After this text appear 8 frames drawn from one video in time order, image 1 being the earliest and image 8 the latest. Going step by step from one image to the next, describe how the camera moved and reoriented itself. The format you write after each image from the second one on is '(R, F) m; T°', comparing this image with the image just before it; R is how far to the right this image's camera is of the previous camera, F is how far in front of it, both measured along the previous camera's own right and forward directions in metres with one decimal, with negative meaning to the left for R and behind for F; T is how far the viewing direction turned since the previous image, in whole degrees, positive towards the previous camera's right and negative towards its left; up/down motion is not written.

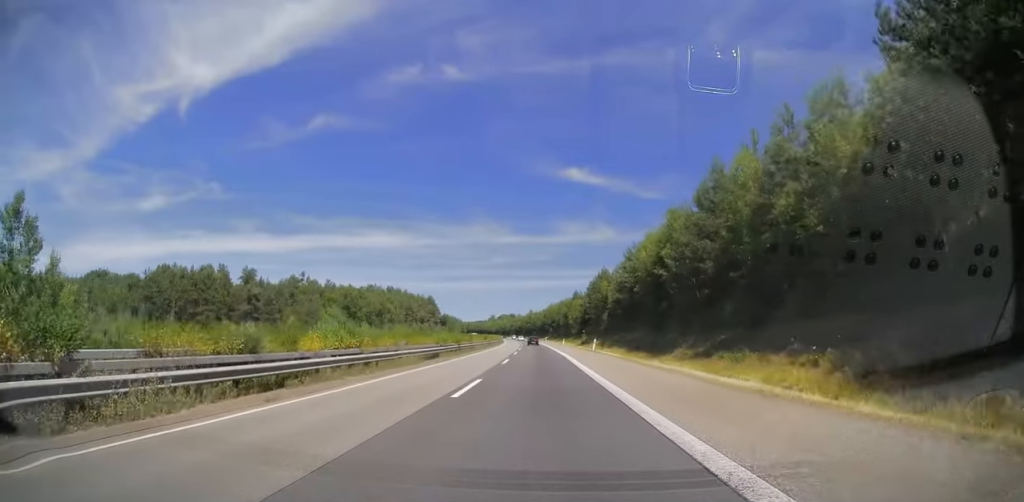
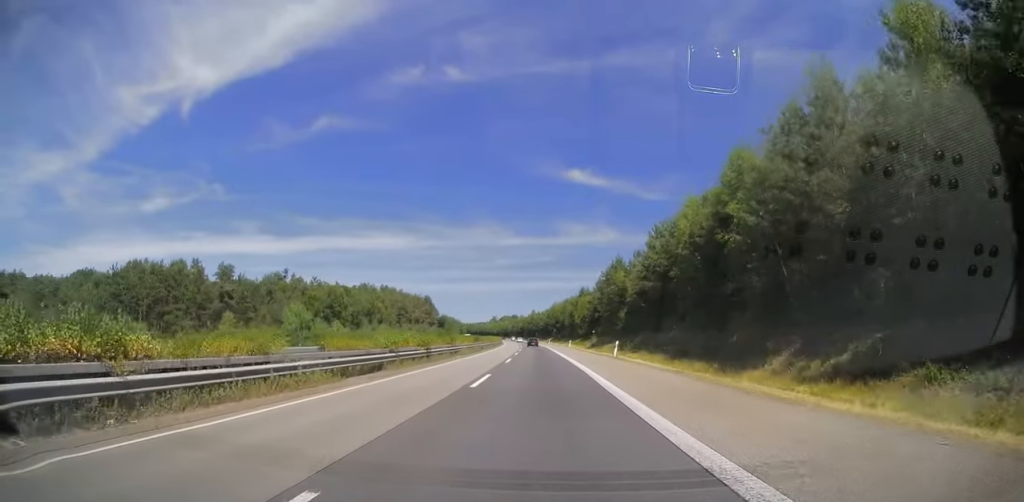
(0.0, +14.5) m; 0°
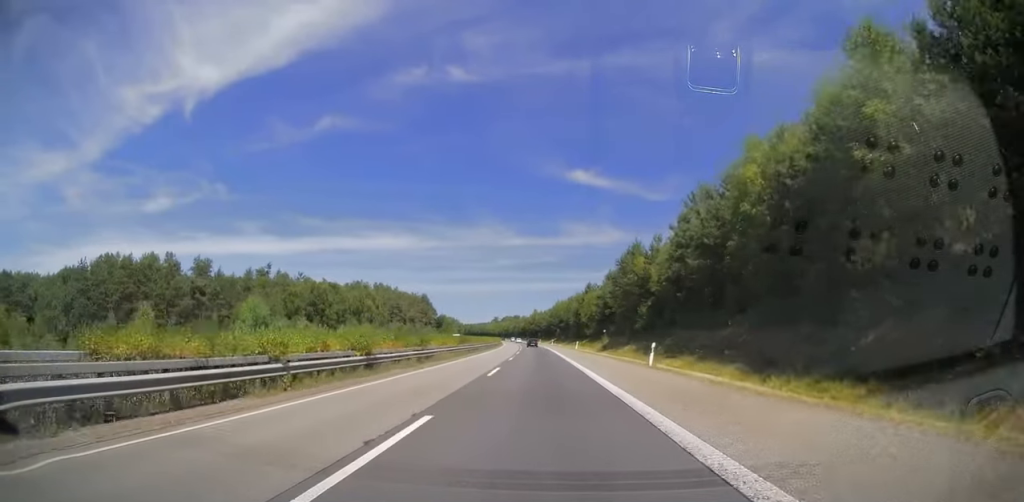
(0.0, +12.5) m; 0°
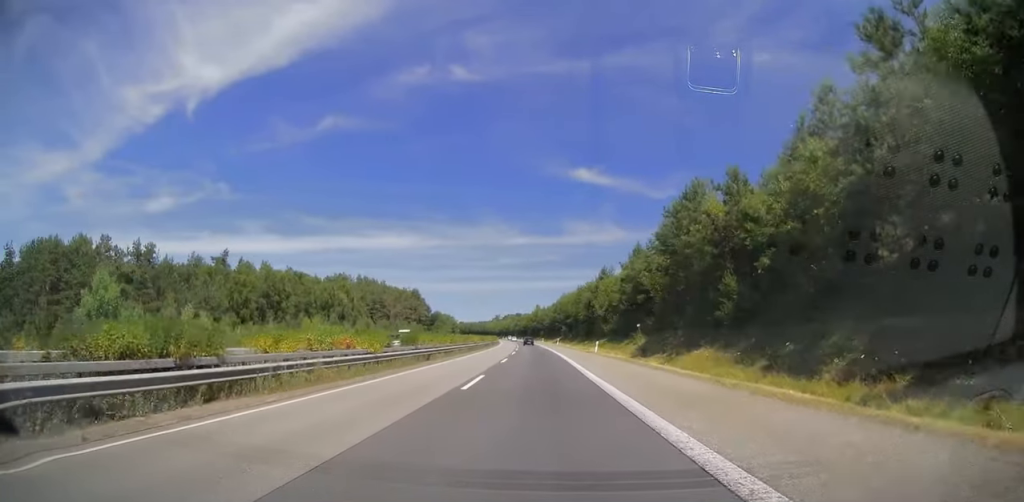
(0.0, +24.5) m; 0°
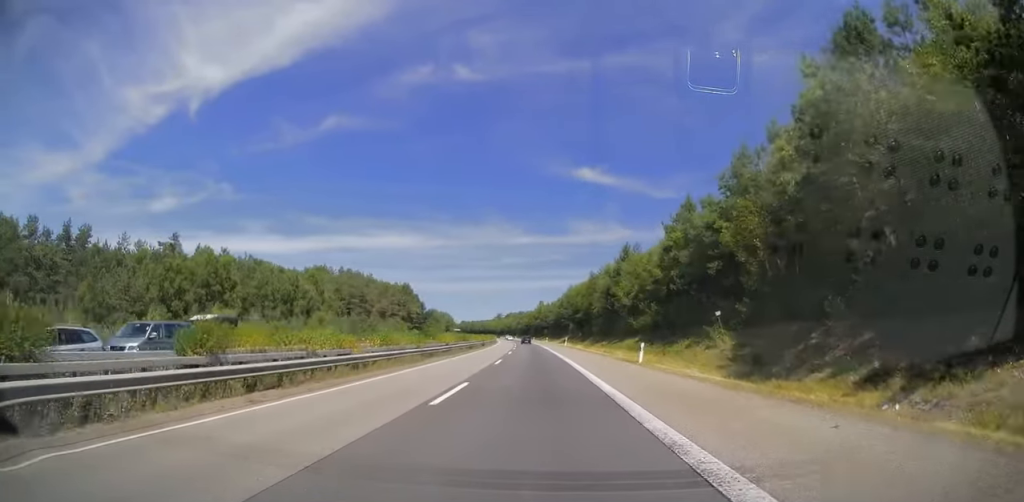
(0.0, +22.0) m; 0°
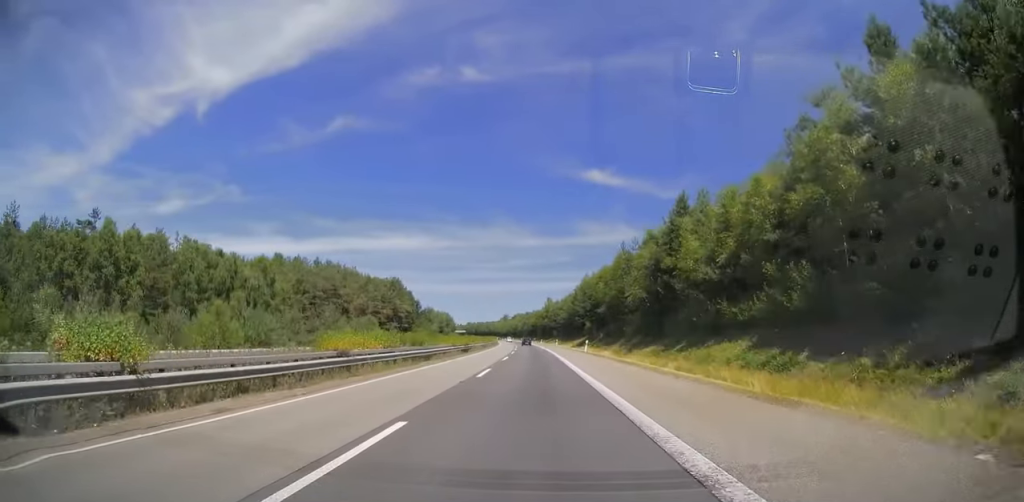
(-0.1, +26.4) m; -1°
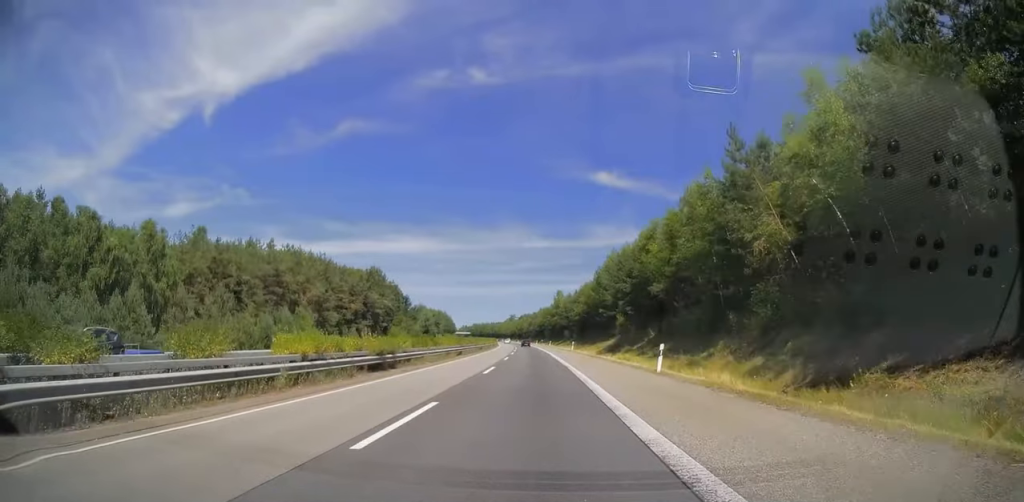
(-0.4, +32.5) m; -1°
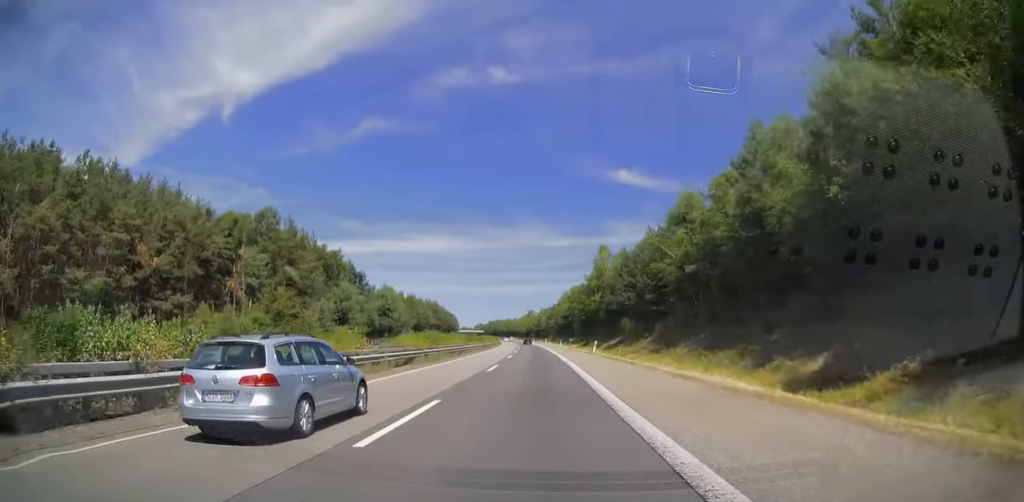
(-1.1, +72.0) m; -2°
